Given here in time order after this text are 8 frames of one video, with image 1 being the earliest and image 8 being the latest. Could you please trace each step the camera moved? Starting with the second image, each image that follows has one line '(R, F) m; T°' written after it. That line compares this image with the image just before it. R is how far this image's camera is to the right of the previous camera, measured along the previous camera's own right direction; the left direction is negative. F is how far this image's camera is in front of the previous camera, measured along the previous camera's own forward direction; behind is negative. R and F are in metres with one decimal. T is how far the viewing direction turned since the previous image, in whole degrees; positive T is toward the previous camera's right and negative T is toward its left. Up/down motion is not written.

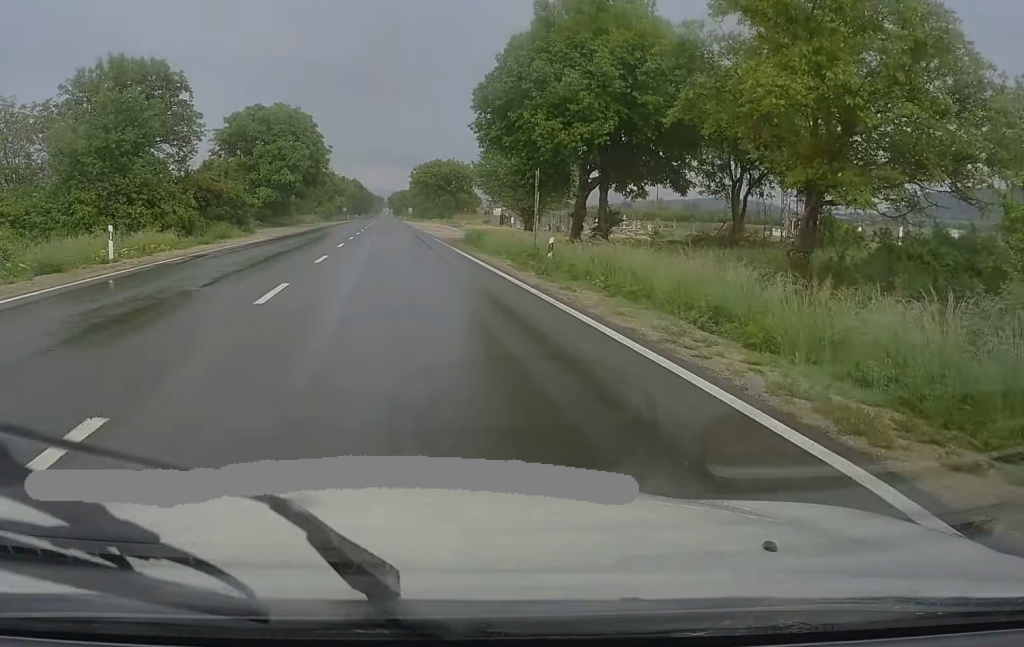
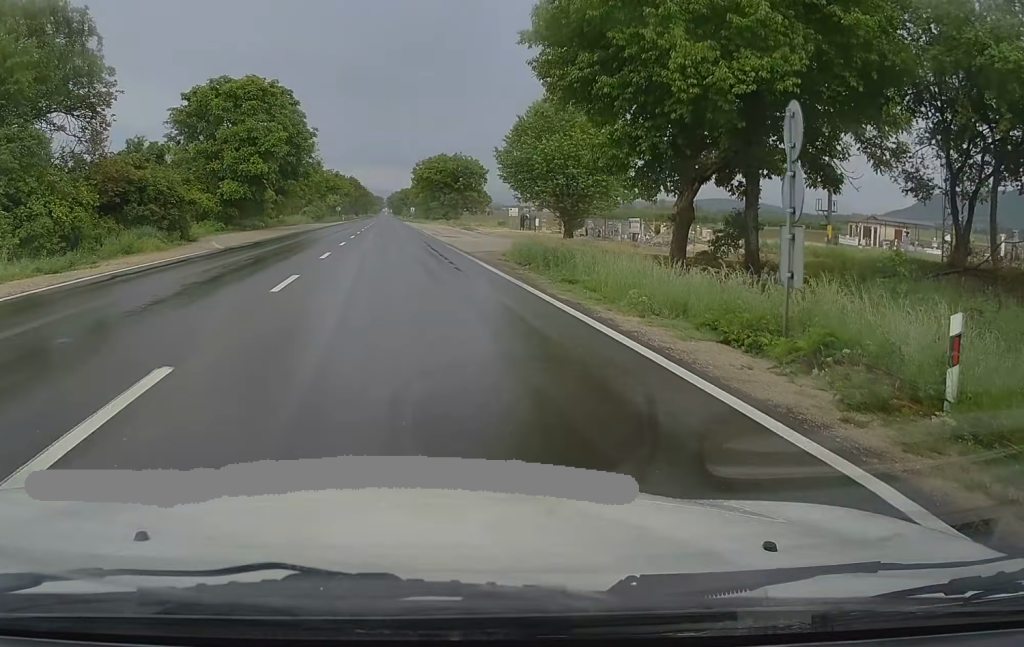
(0.0, +16.3) m; 0°
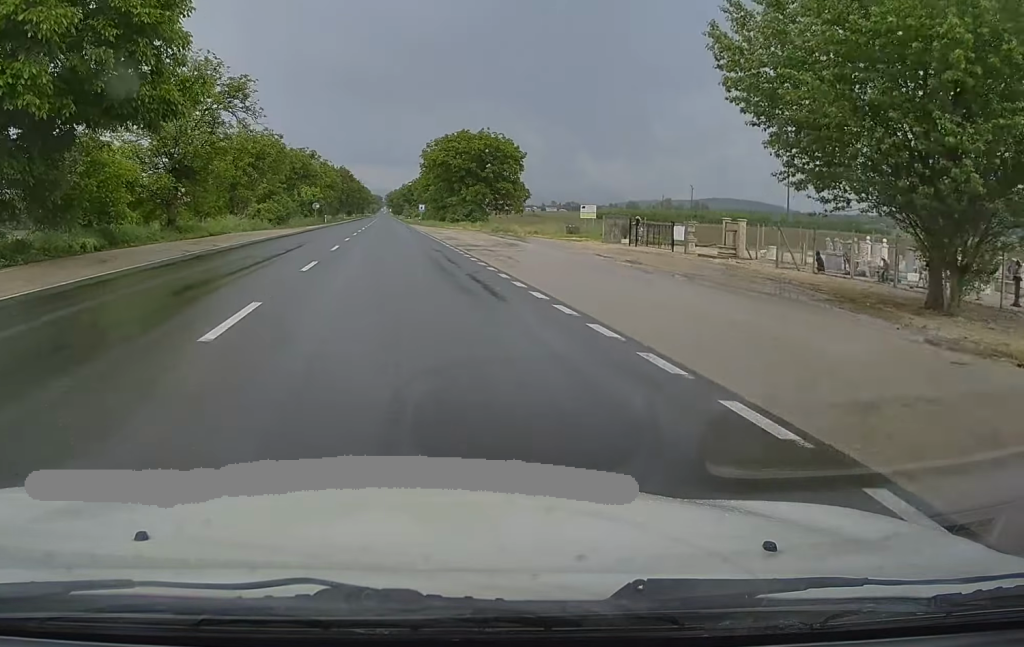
(+0.1, +39.9) m; -1°
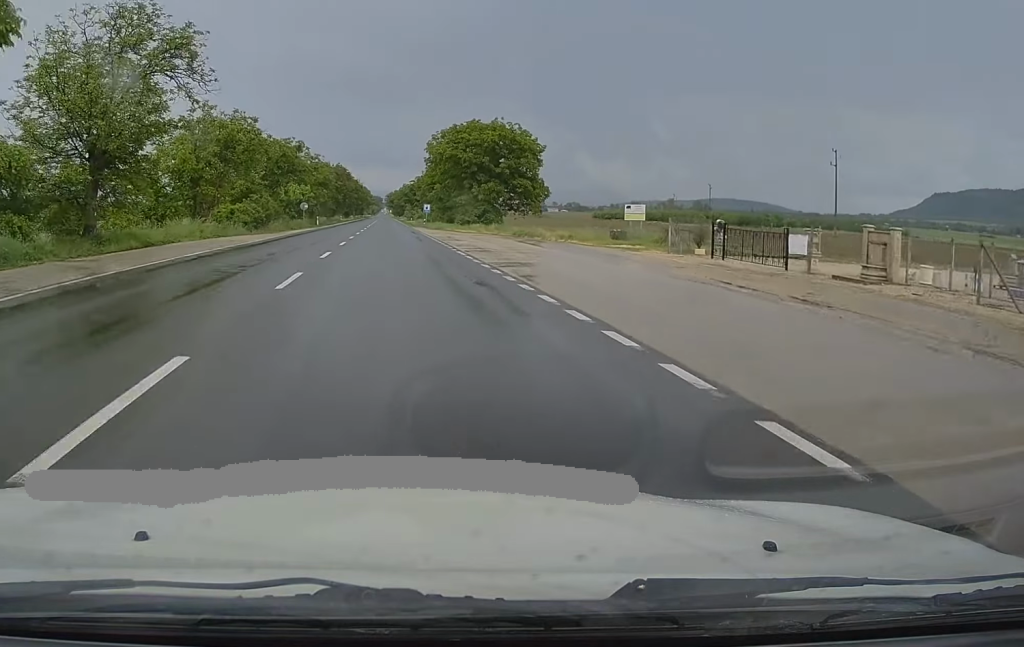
(-0.2, +12.6) m; 0°
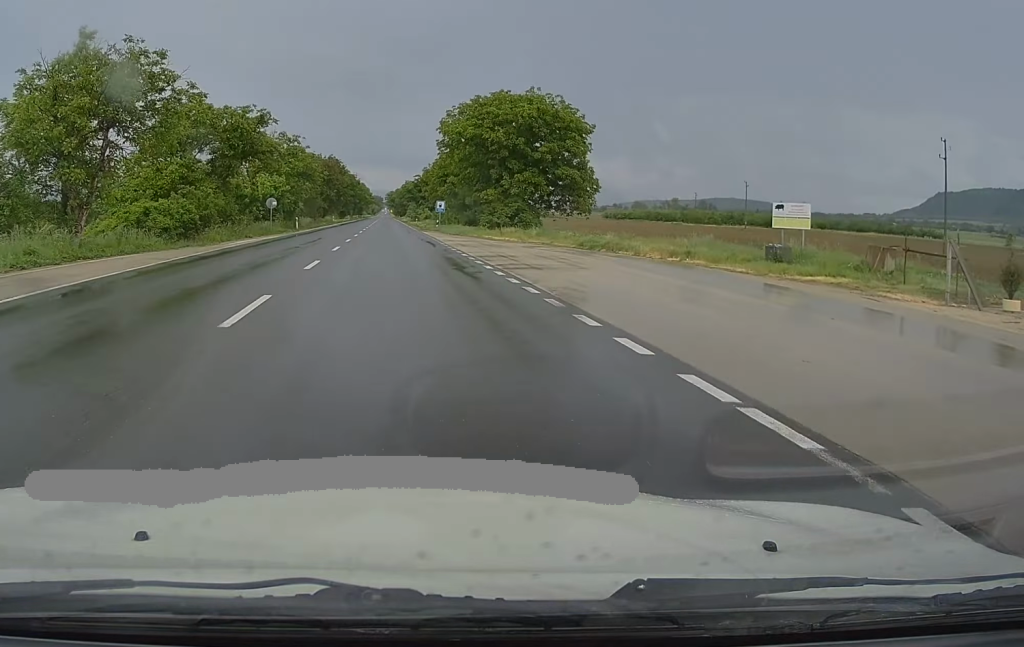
(-0.2, +21.8) m; 0°
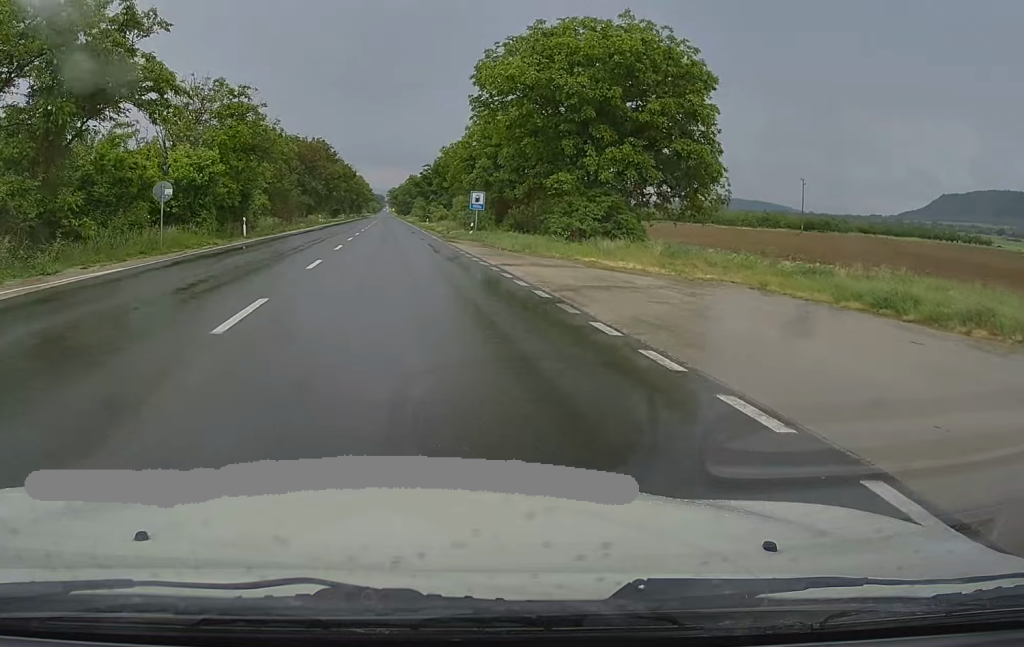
(+0.2, +26.6) m; 0°
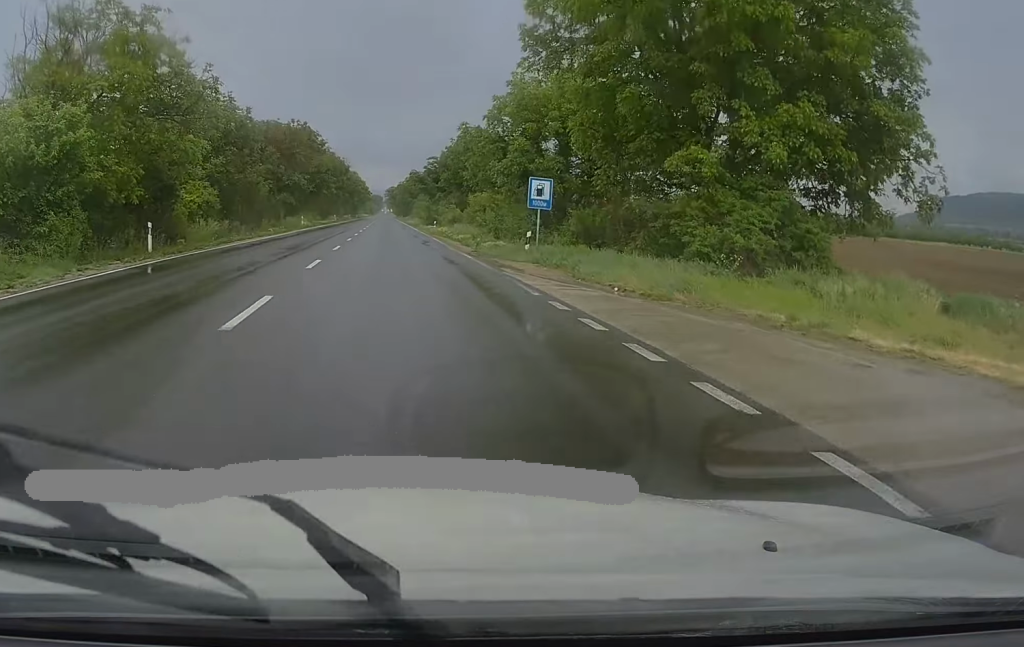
(-0.2, +17.5) m; 0°
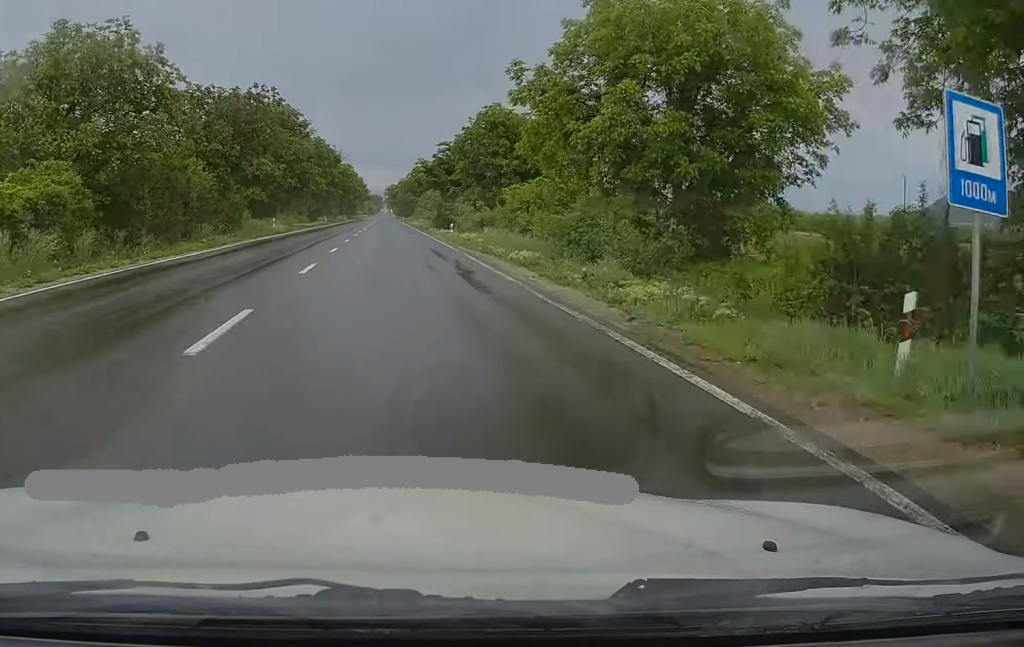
(+0.2, +19.2) m; +1°
